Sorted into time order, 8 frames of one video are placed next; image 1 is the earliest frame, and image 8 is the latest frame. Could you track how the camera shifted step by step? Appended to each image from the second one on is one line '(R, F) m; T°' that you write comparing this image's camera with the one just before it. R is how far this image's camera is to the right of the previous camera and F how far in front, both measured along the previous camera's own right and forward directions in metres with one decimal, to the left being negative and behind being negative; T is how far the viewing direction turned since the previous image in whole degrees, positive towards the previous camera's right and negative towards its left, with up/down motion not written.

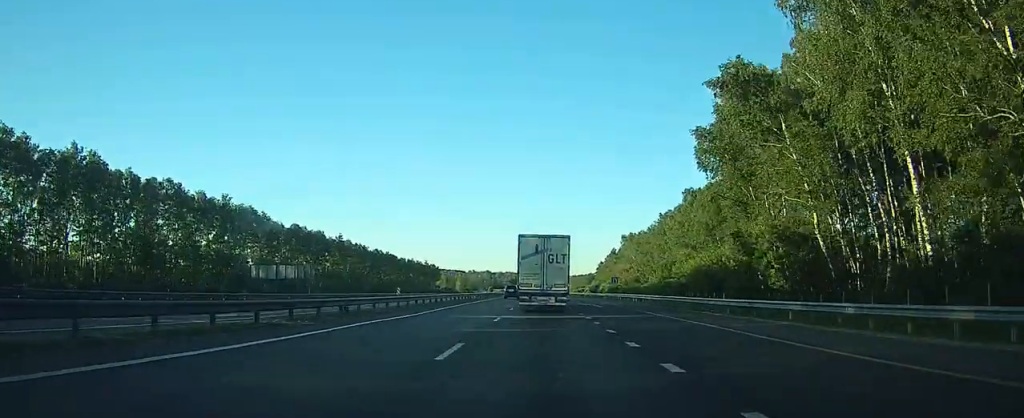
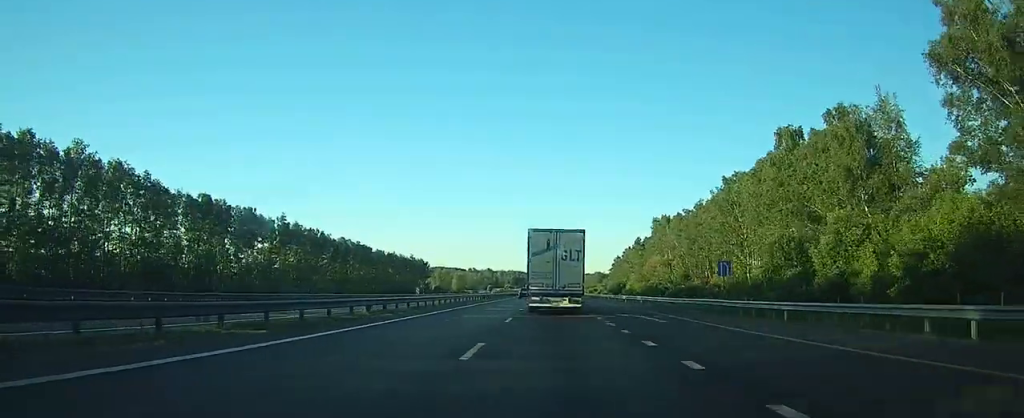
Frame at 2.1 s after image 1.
(-0.2, +48.0) m; 0°
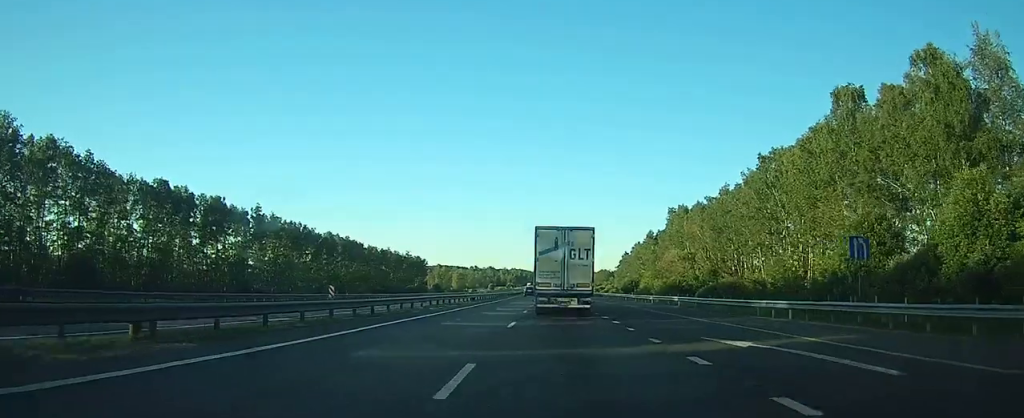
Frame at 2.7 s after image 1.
(0.0, +15.7) m; 0°
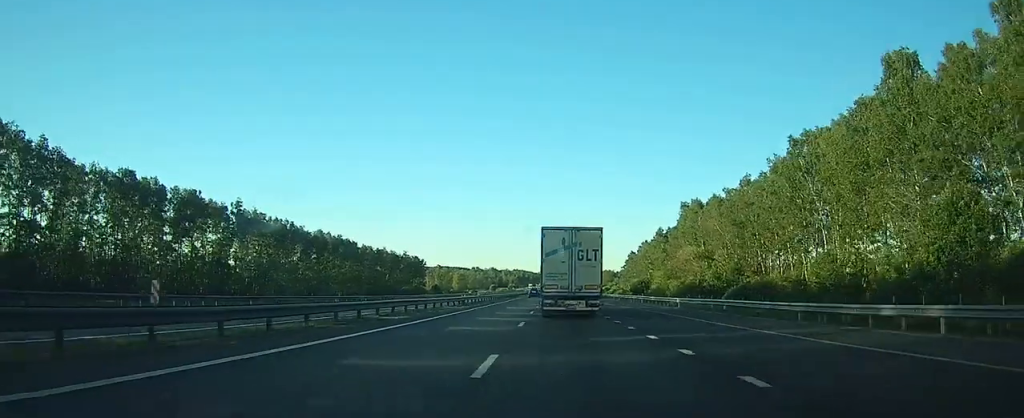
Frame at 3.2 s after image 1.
(0.0, +10.2) m; 0°
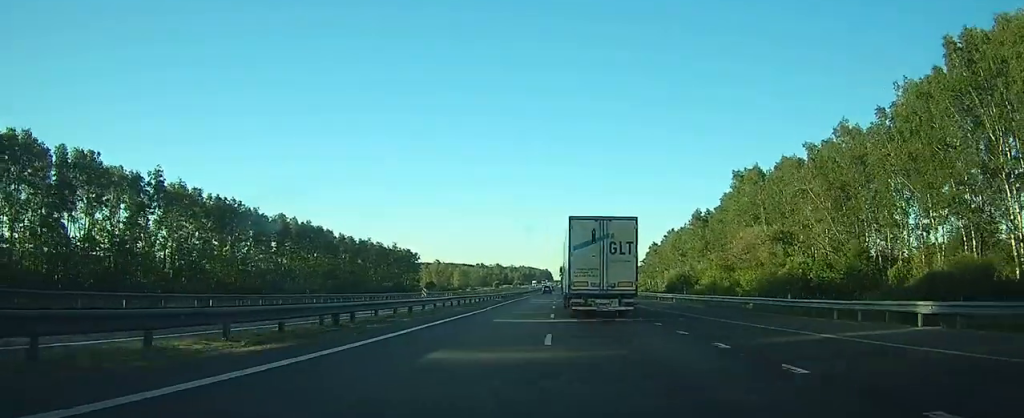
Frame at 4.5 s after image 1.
(-0.1, +30.9) m; -1°
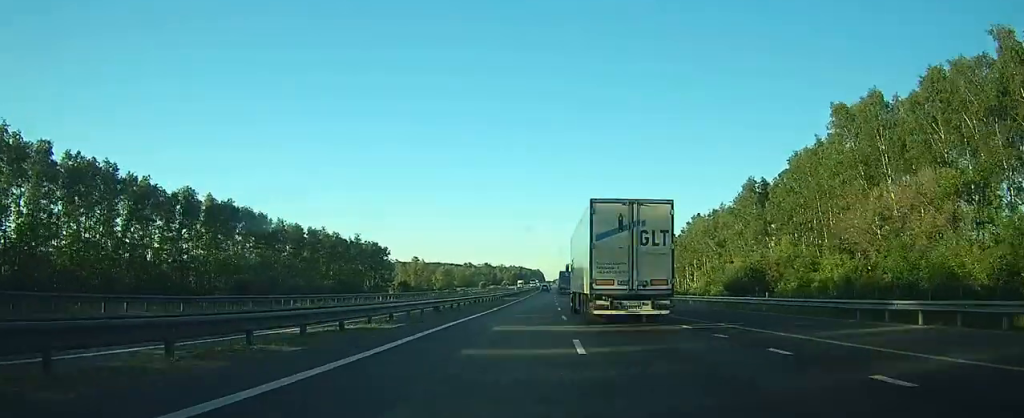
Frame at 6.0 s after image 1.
(-0.5, +37.3) m; -1°
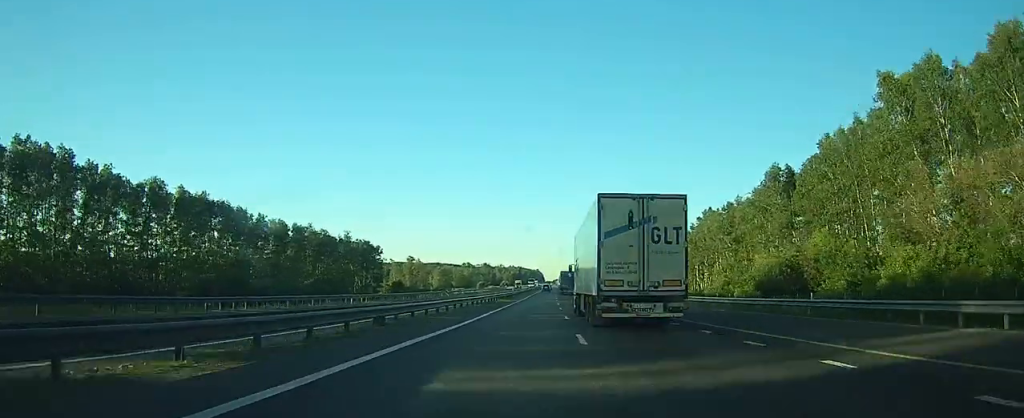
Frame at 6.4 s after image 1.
(-0.1, +9.8) m; 0°
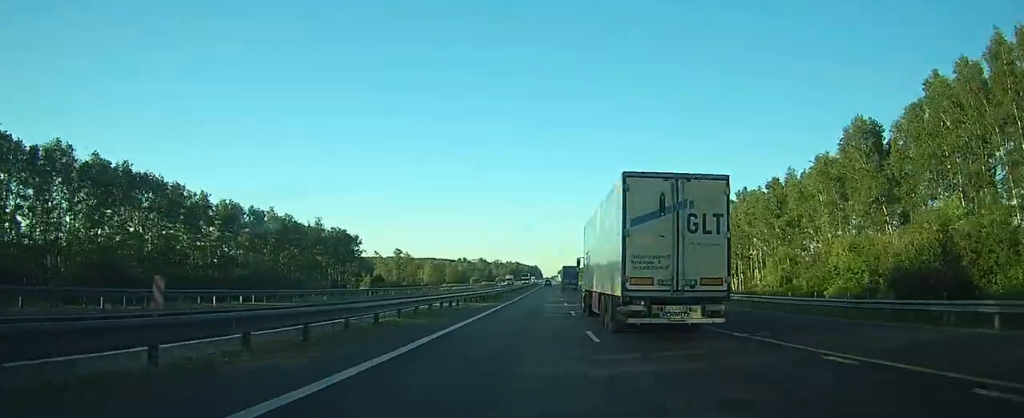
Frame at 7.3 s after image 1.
(+0.1, +23.3) m; +1°
